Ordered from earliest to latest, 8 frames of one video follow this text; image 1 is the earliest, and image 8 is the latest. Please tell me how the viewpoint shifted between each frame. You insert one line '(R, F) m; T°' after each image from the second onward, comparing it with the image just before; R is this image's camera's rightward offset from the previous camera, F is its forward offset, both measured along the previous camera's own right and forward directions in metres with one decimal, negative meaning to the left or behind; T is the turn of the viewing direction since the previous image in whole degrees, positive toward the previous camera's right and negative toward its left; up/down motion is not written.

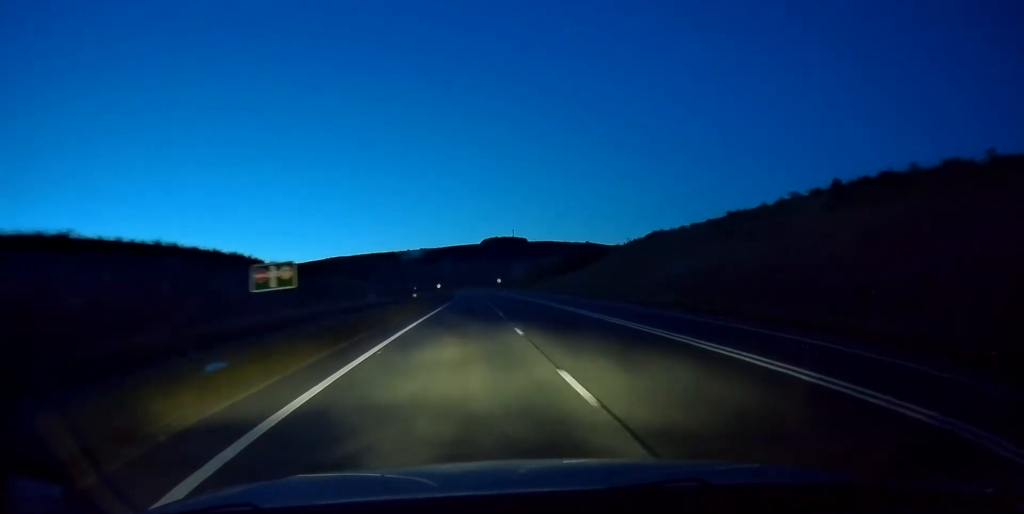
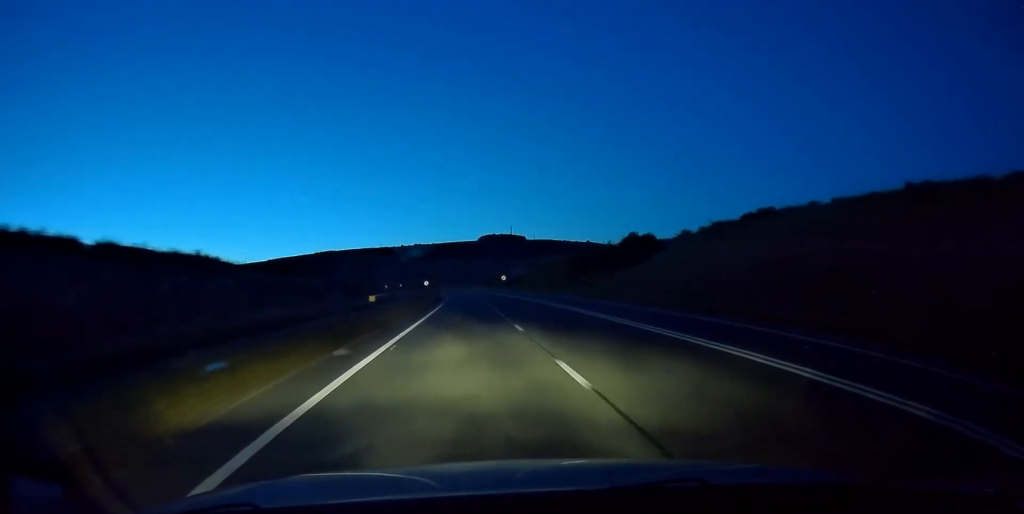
(+0.3, +33.7) m; +1°
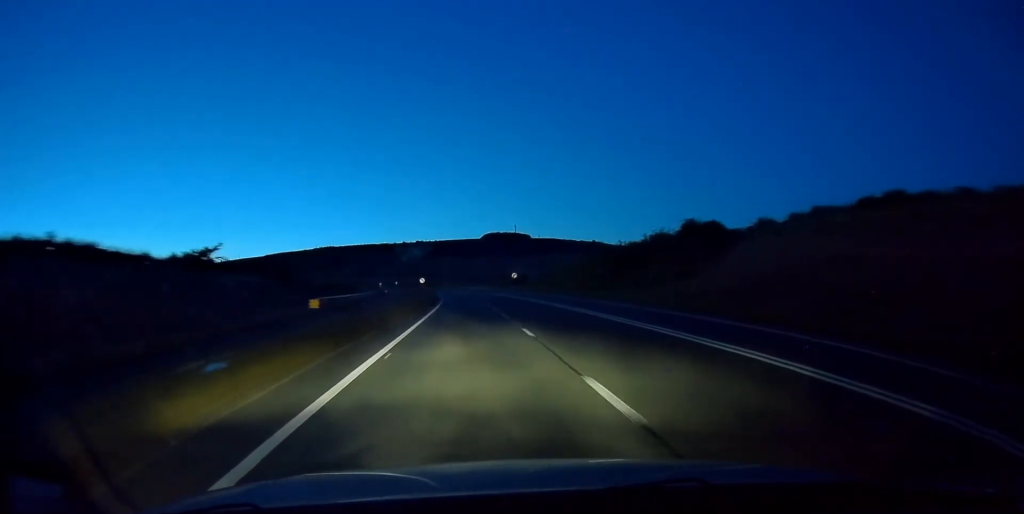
(-0.1, +19.0) m; +1°
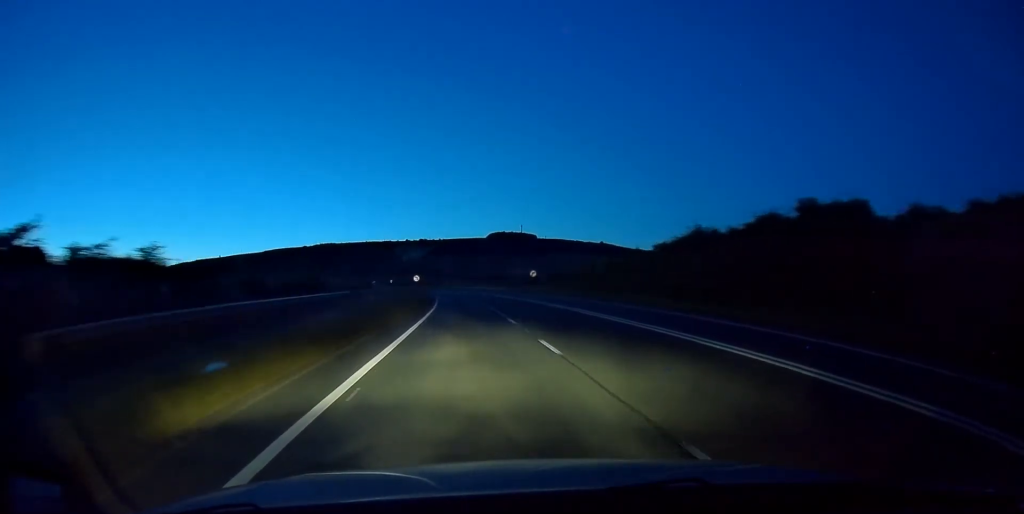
(+0.4, +20.7) m; 0°
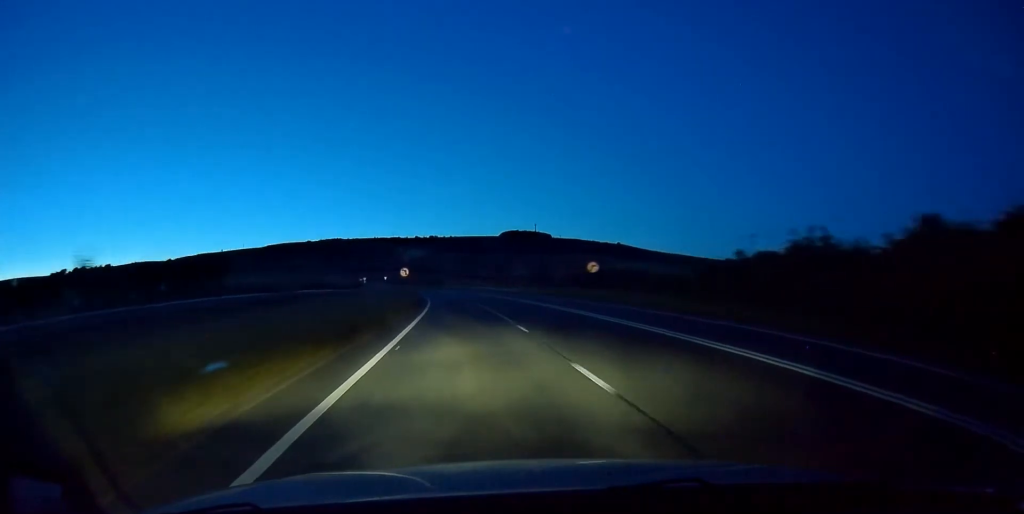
(-0.3, +29.2) m; 0°
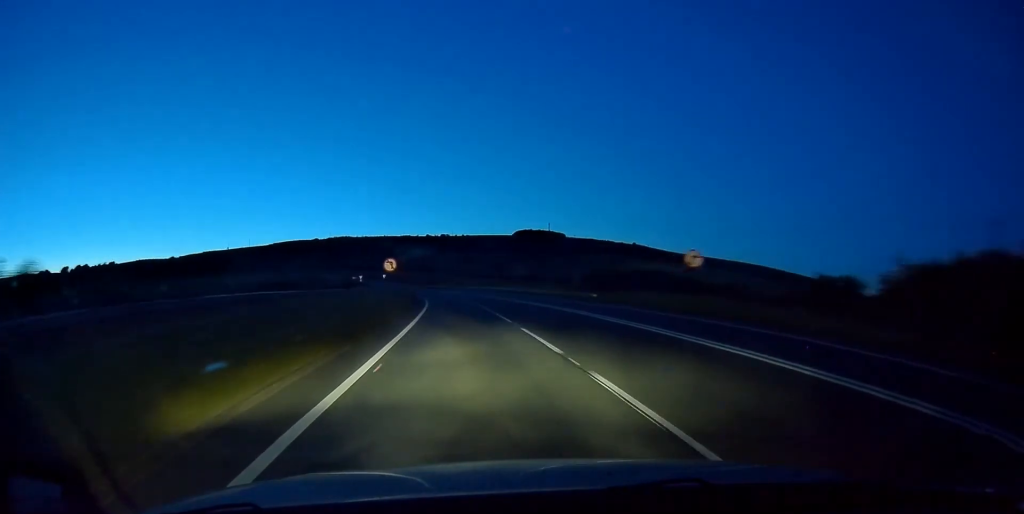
(+0.1, +18.0) m; -1°
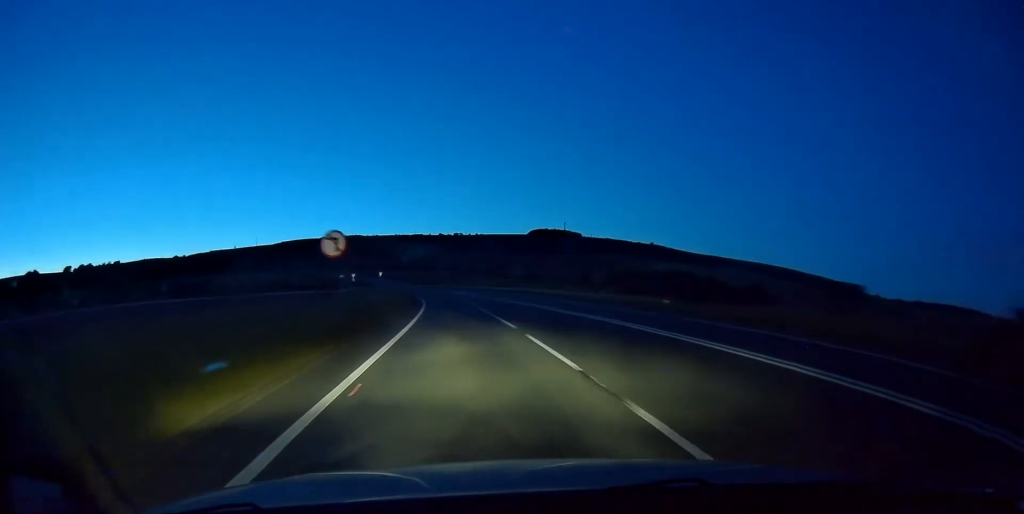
(-0.3, +18.9) m; -1°
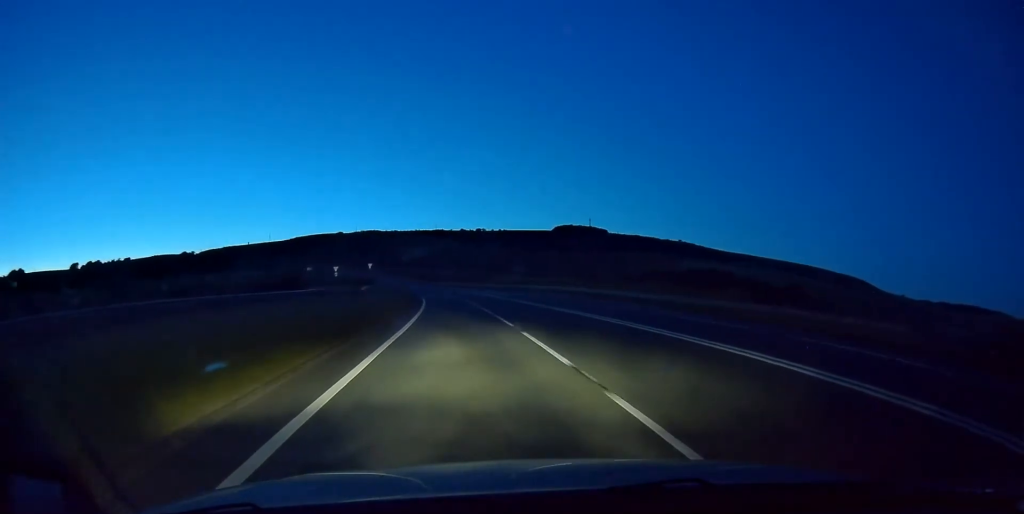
(-0.4, +25.0) m; -1°
